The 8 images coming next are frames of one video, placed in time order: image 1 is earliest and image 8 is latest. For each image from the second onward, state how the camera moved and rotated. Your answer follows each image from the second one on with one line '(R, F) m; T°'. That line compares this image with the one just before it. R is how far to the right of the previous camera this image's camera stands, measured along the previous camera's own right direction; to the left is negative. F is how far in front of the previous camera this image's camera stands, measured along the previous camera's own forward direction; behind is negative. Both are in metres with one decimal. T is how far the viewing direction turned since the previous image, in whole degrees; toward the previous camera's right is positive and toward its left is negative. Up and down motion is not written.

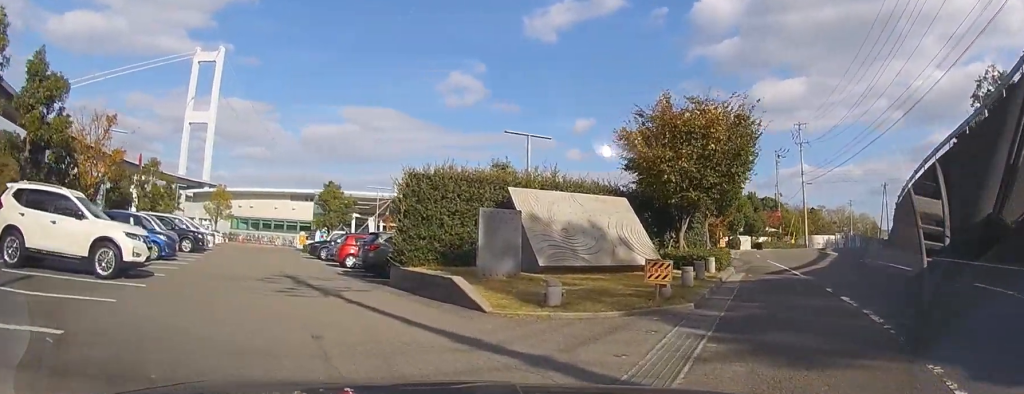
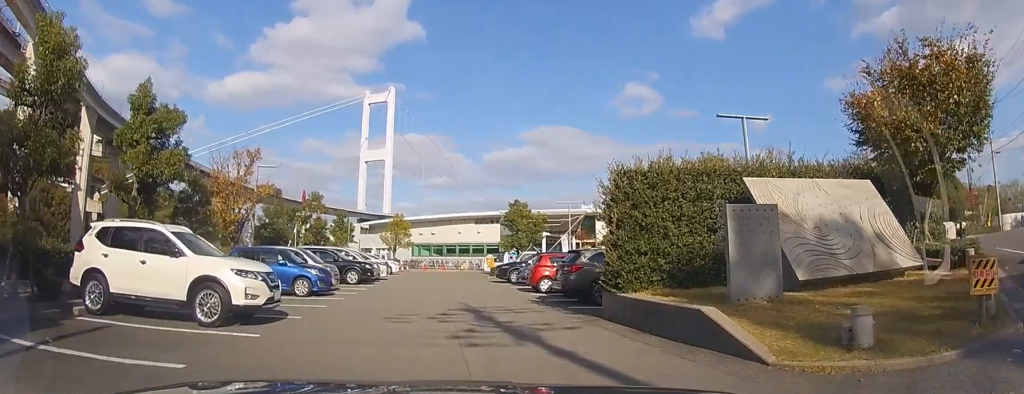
(-0.7, +3.3) m; -17°
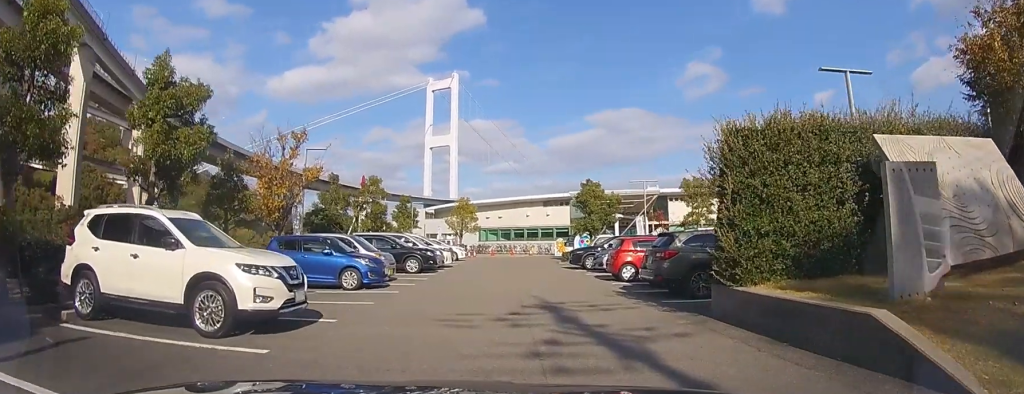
(-0.2, +2.3) m; -5°
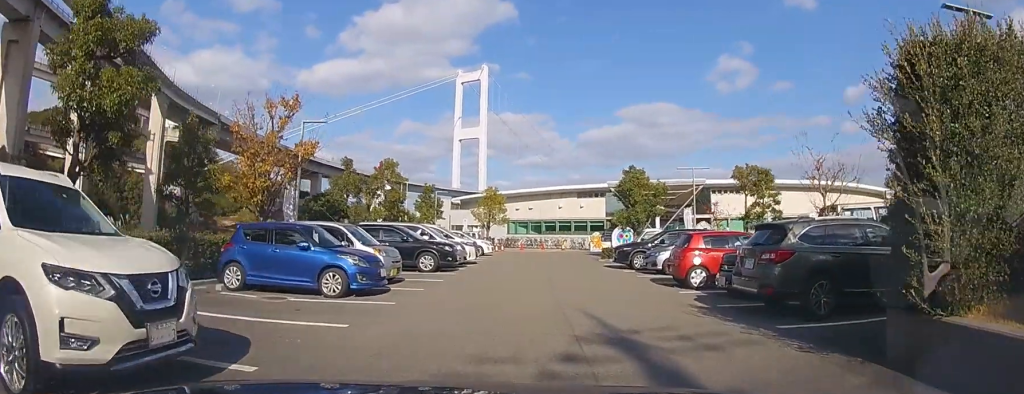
(-0.1, +3.8) m; -1°
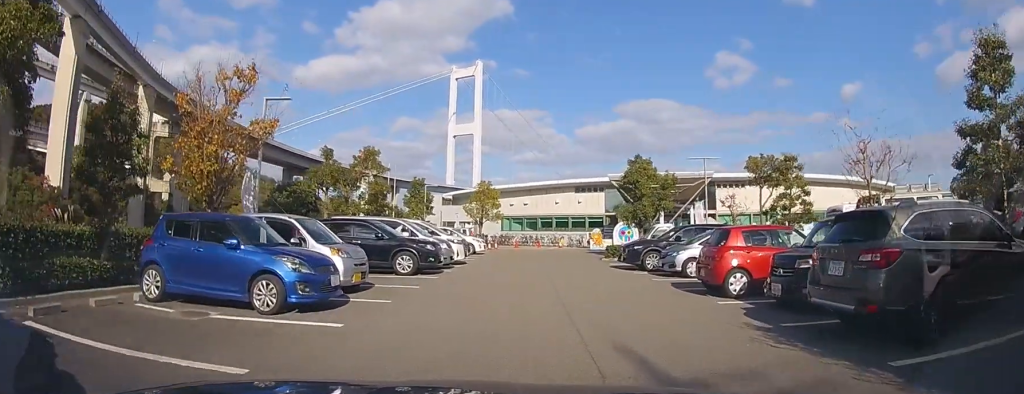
(0.0, +2.6) m; 0°
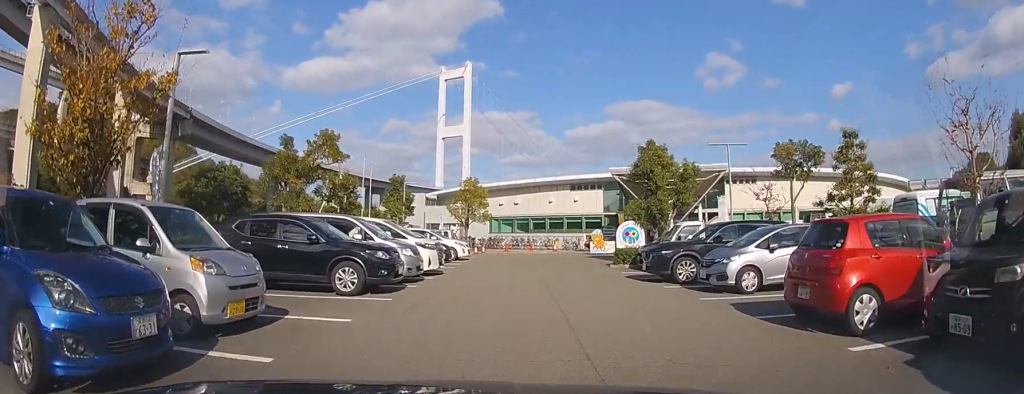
(-0.1, +4.5) m; -1°
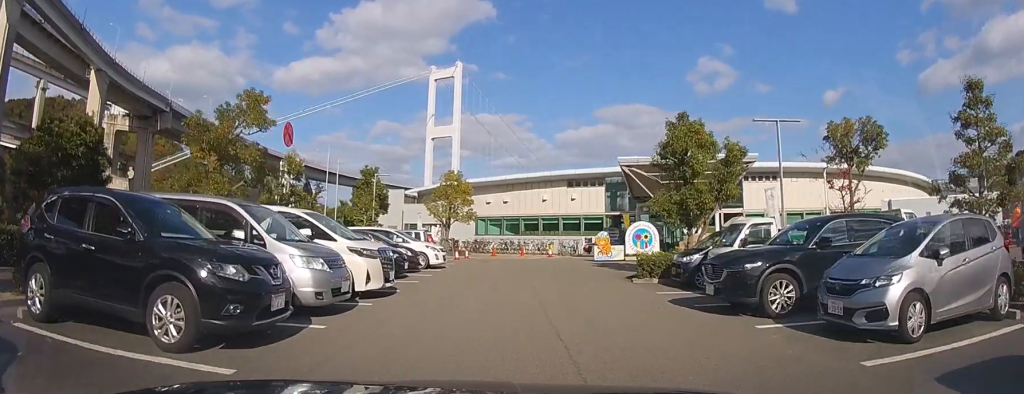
(0.0, +5.3) m; -2°
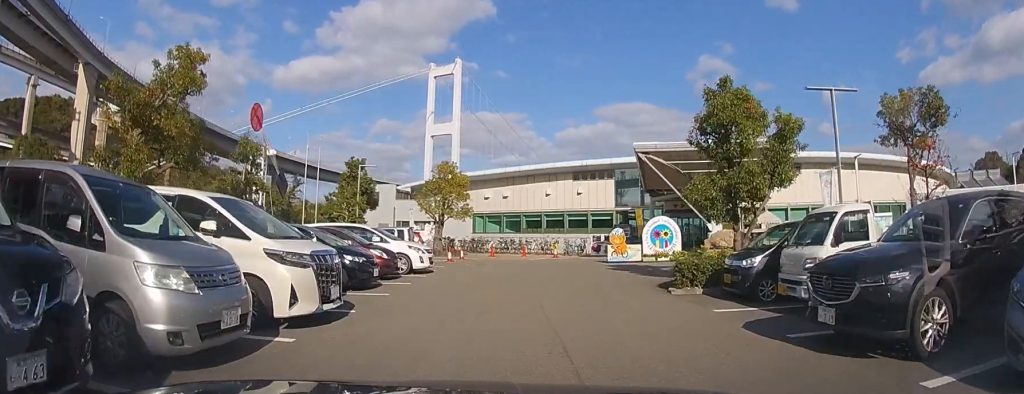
(-0.1, +3.3) m; -2°
